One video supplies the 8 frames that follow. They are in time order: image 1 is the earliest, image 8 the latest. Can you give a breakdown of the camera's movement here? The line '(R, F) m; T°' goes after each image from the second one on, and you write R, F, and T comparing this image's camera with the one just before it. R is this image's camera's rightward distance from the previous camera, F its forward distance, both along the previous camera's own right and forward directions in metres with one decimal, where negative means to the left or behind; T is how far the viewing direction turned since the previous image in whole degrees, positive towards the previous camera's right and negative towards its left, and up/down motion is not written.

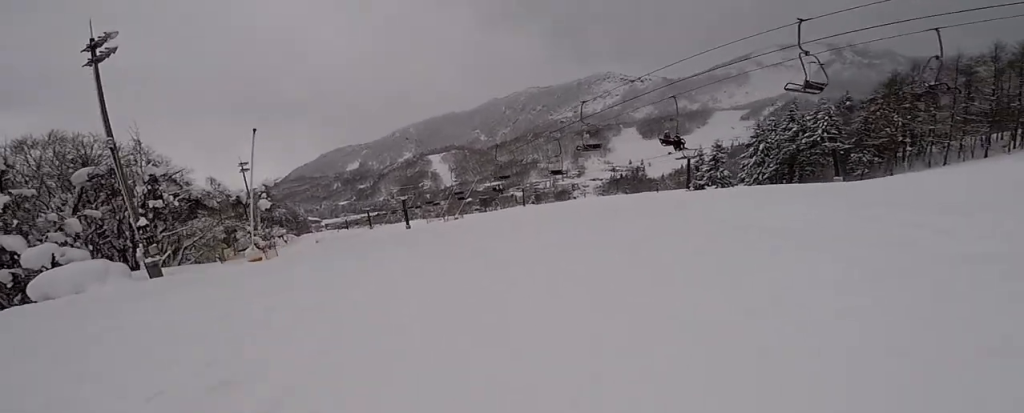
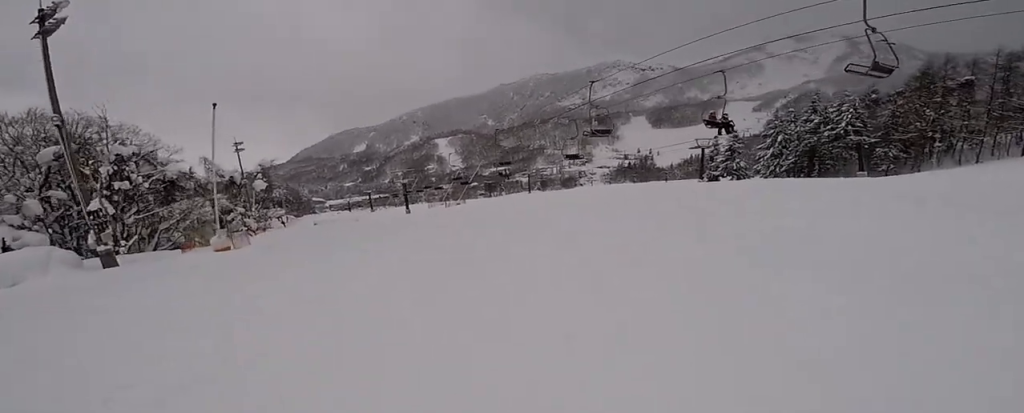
(+0.2, +3.0) m; +7°
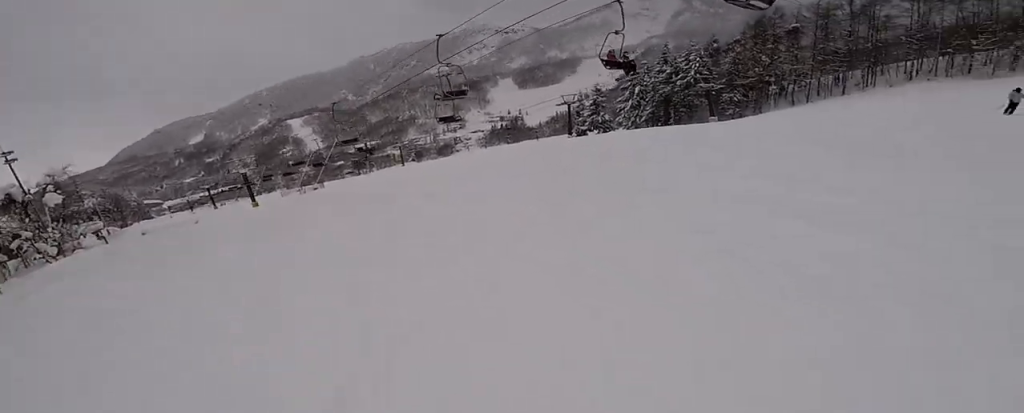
(+0.1, +3.7) m; +6°
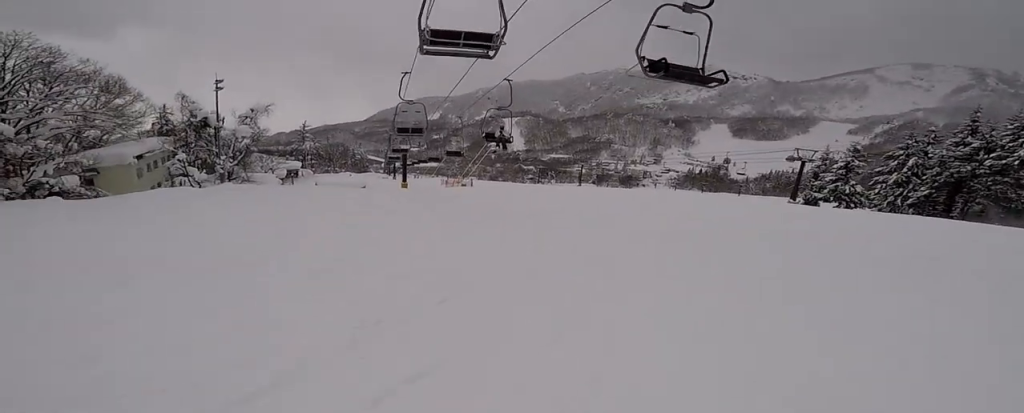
(-1.9, +13.8) m; -24°
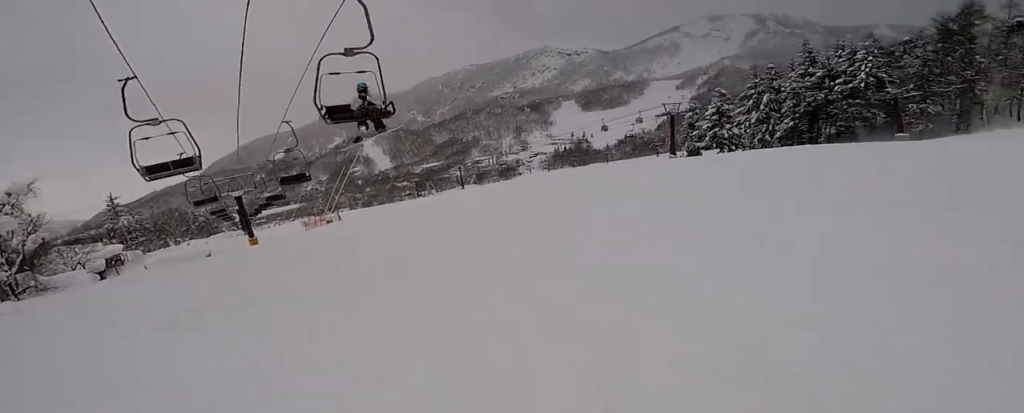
(-0.1, +6.6) m; +12°
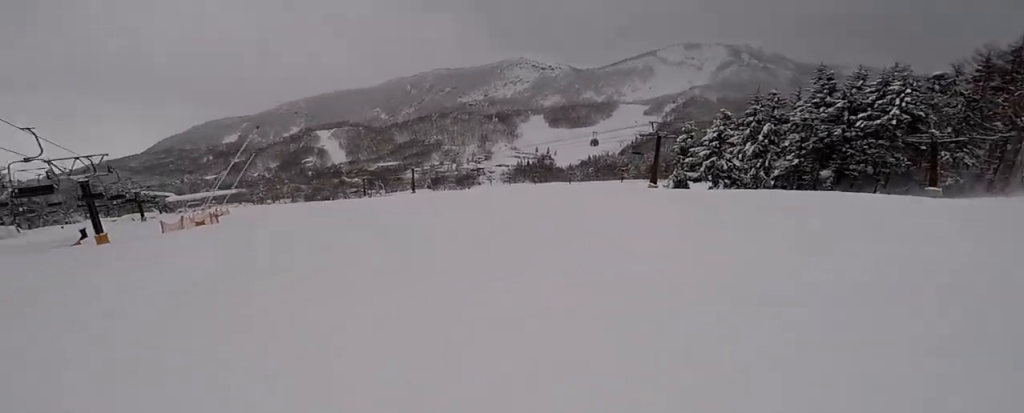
(+0.9, +10.6) m; -3°
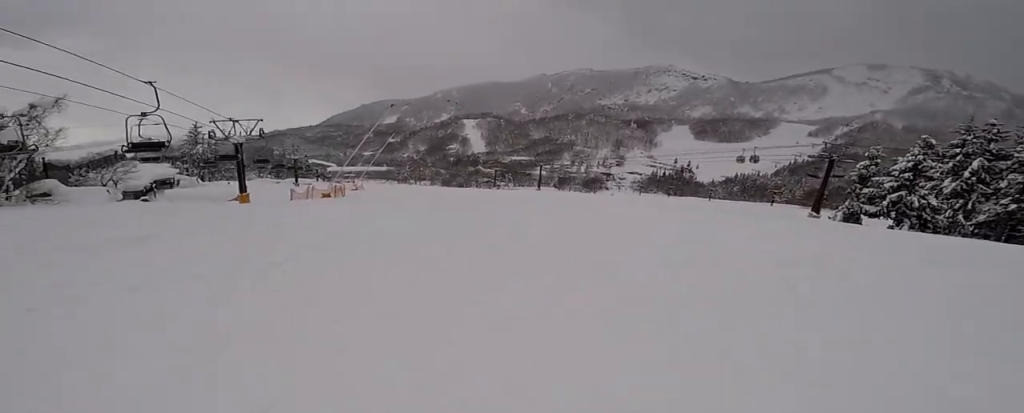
(0.0, +3.0) m; -5°
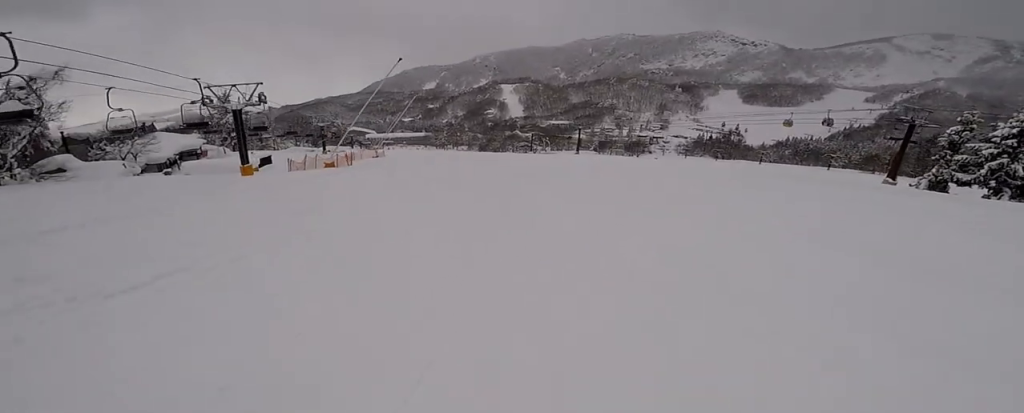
(+0.6, +4.4) m; -8°
